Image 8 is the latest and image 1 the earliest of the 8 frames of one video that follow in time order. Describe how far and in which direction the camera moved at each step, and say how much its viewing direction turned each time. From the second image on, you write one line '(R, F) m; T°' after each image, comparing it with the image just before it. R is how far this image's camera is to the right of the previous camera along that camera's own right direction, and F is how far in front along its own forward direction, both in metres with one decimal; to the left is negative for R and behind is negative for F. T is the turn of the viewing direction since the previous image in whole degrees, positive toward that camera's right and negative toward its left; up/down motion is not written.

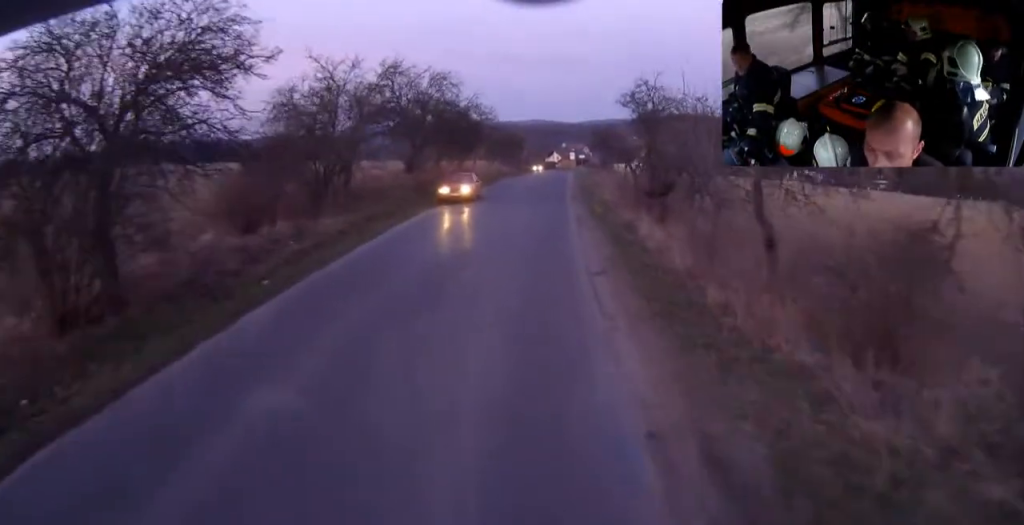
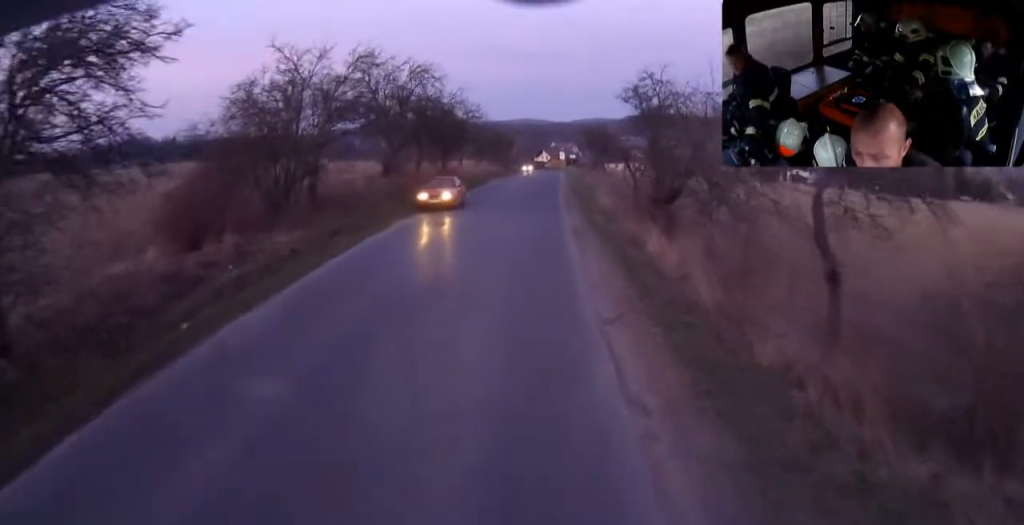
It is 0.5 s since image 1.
(0.0, +3.3) m; 0°
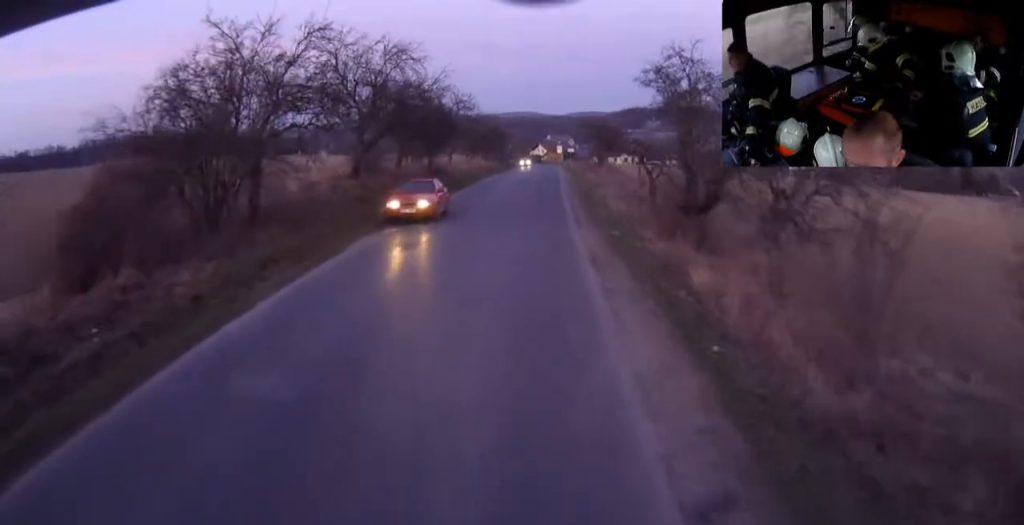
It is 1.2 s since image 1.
(0.0, +5.3) m; 0°
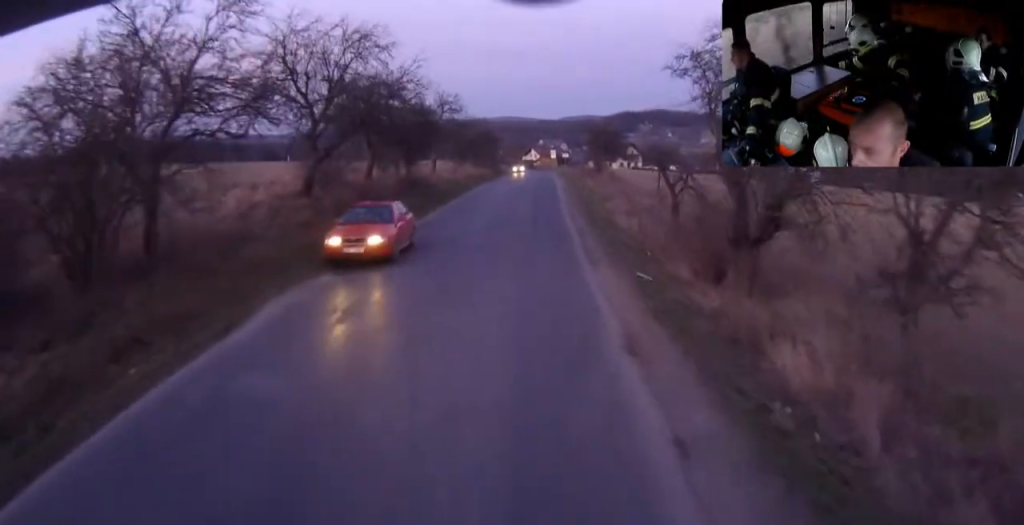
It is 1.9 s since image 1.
(0.0, +5.6) m; +1°
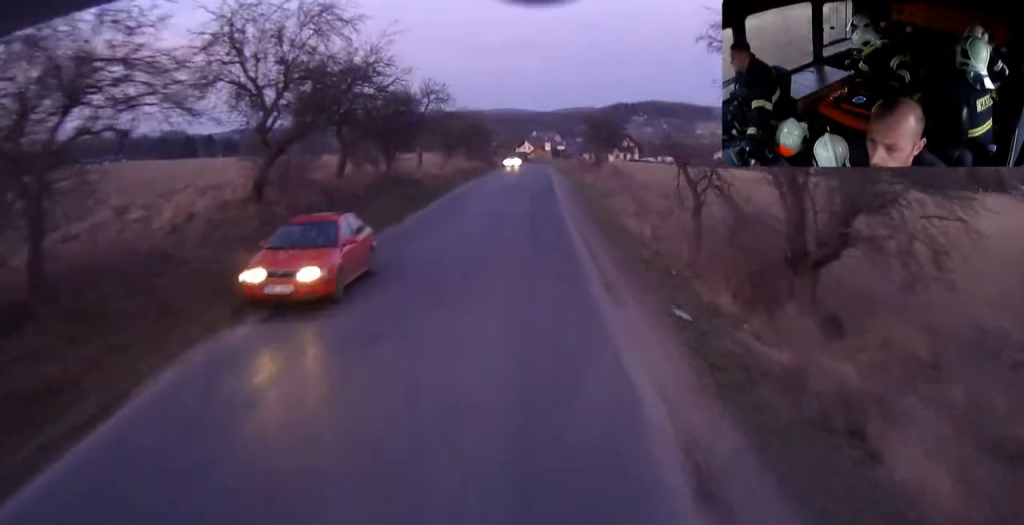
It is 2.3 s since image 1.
(0.0, +4.0) m; 0°
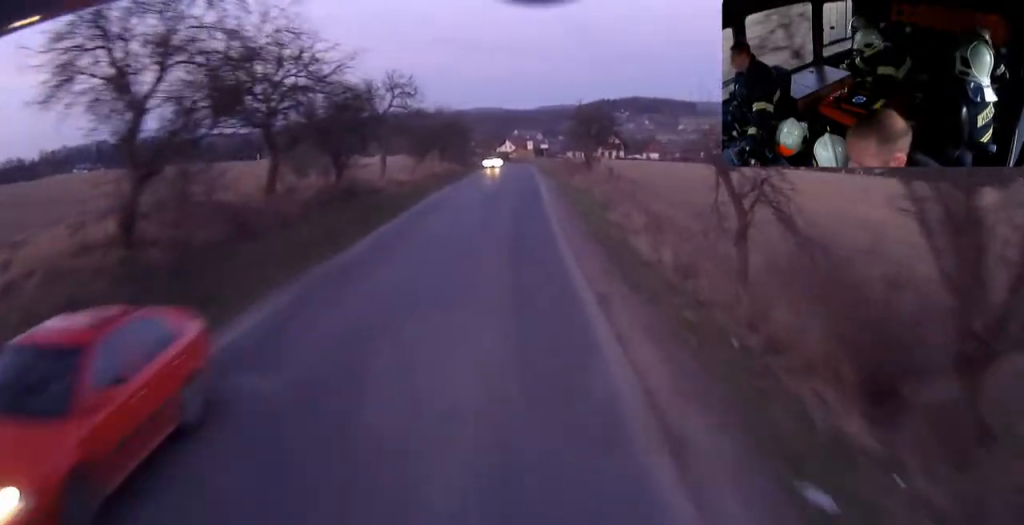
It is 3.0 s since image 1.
(0.0, +6.0) m; 0°
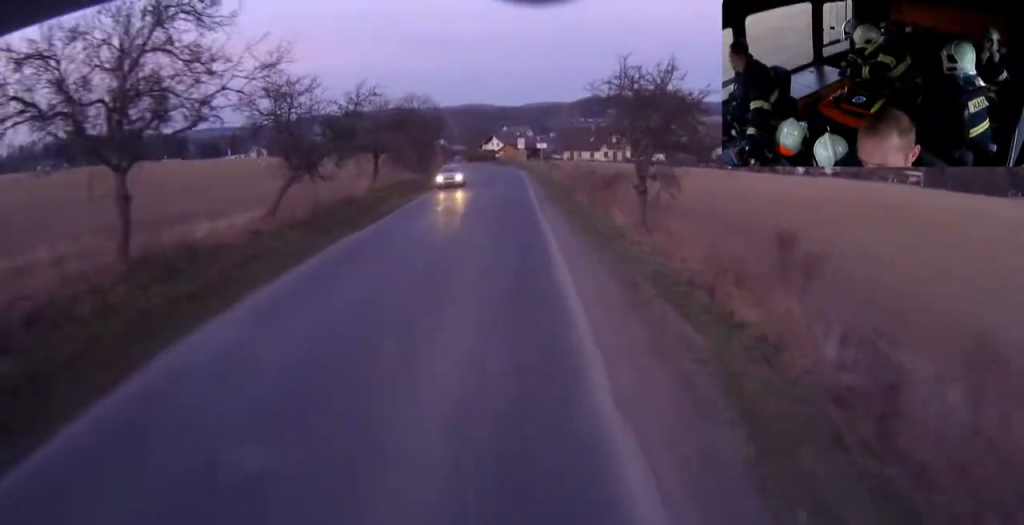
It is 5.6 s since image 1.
(0.0, +26.5) m; 0°
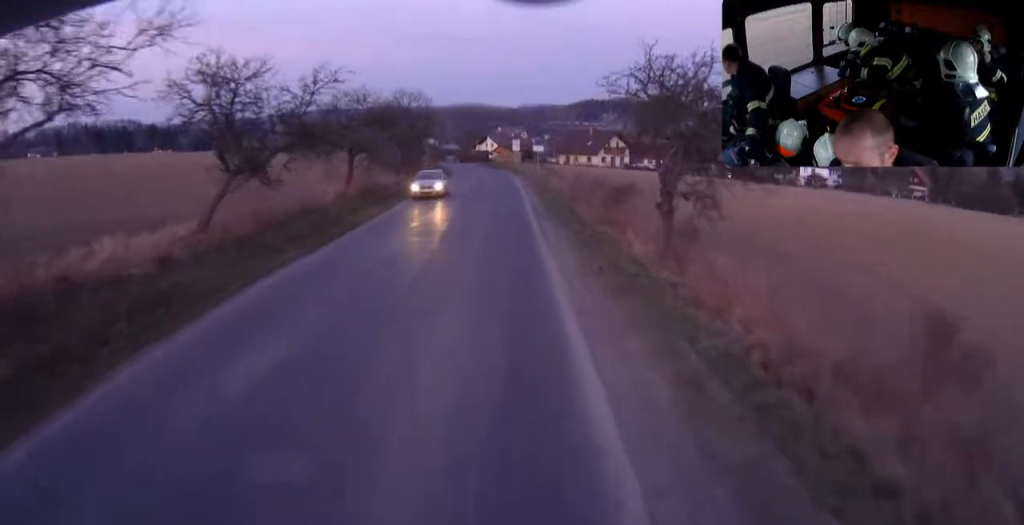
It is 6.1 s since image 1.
(0.0, +5.6) m; 0°
